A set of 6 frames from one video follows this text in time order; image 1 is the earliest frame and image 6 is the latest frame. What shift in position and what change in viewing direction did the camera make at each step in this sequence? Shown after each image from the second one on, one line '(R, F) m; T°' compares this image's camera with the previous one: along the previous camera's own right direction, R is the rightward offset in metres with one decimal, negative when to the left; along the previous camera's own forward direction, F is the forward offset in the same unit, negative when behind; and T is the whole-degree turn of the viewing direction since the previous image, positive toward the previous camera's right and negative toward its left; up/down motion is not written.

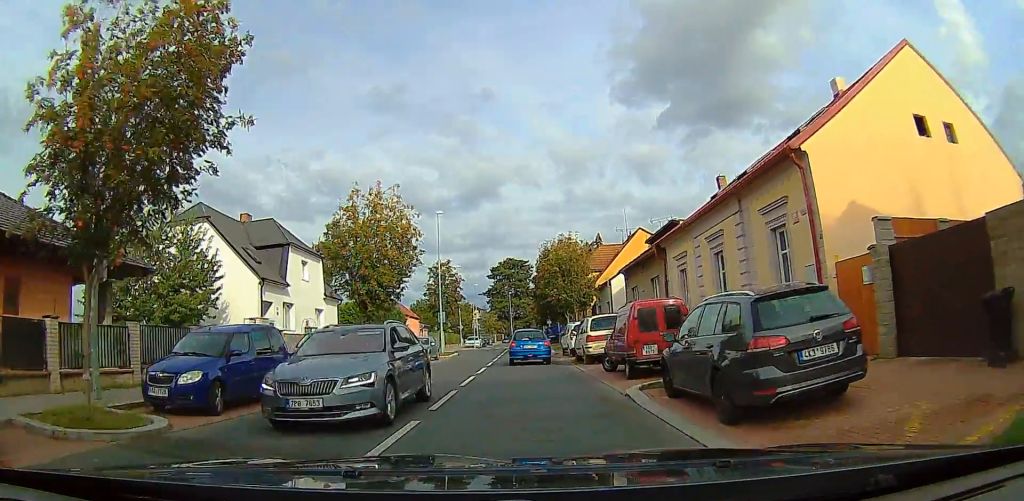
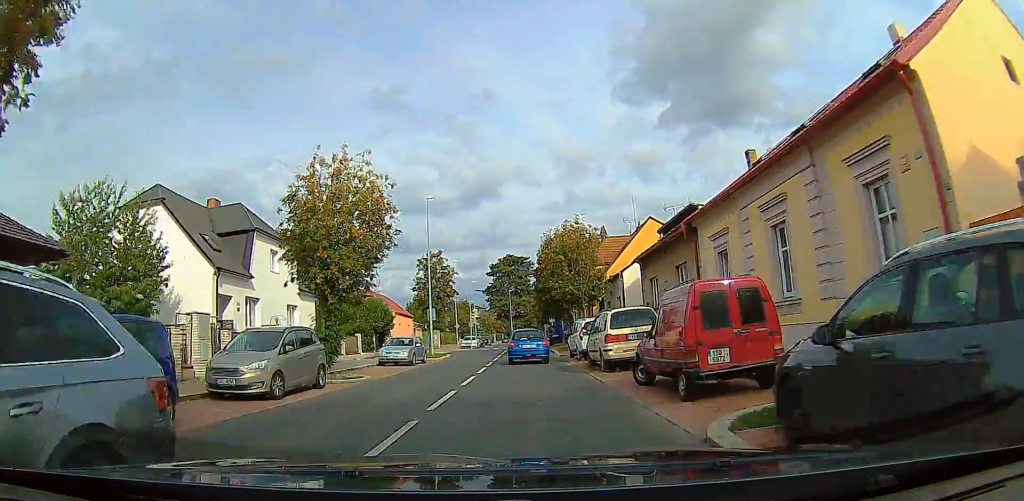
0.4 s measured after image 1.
(0.0, +4.2) m; 0°
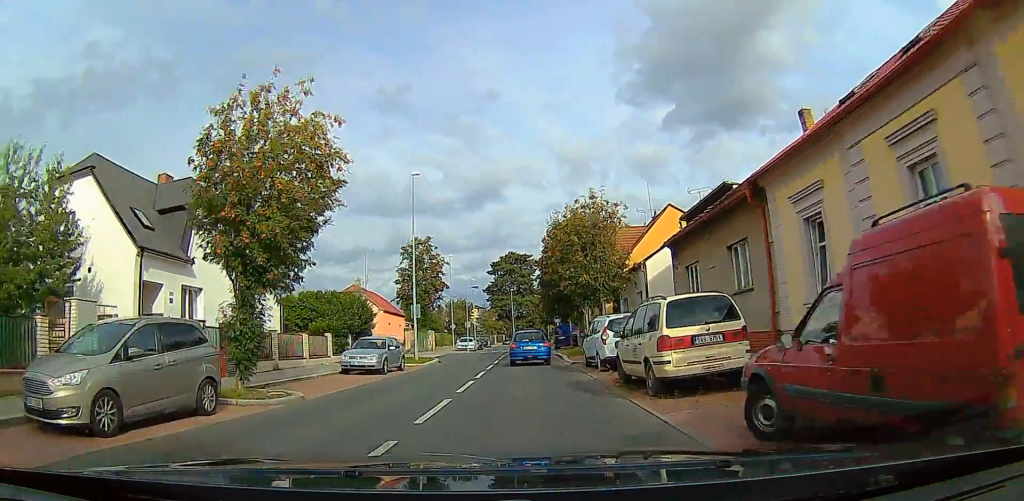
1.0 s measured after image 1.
(0.0, +5.4) m; 0°
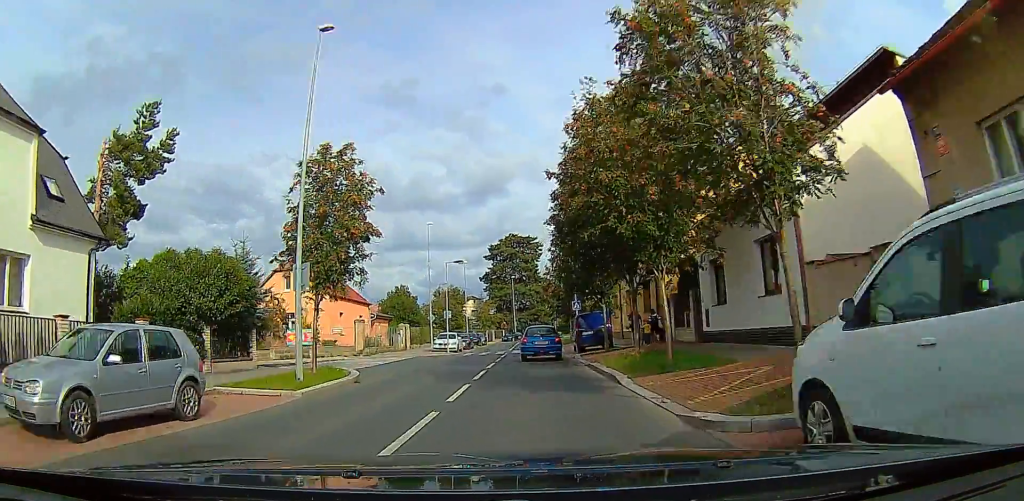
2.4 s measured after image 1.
(0.0, +14.8) m; -1°
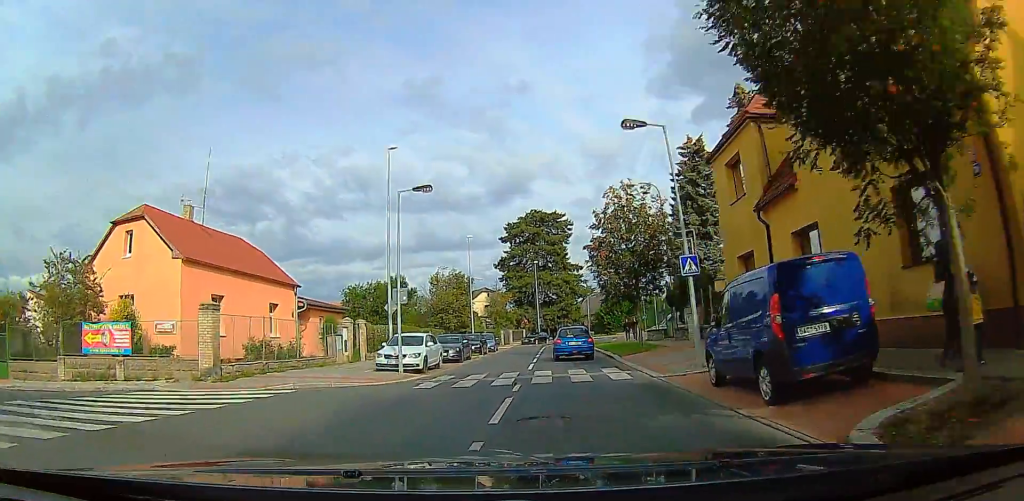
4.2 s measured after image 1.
(-0.5, +19.6) m; -1°
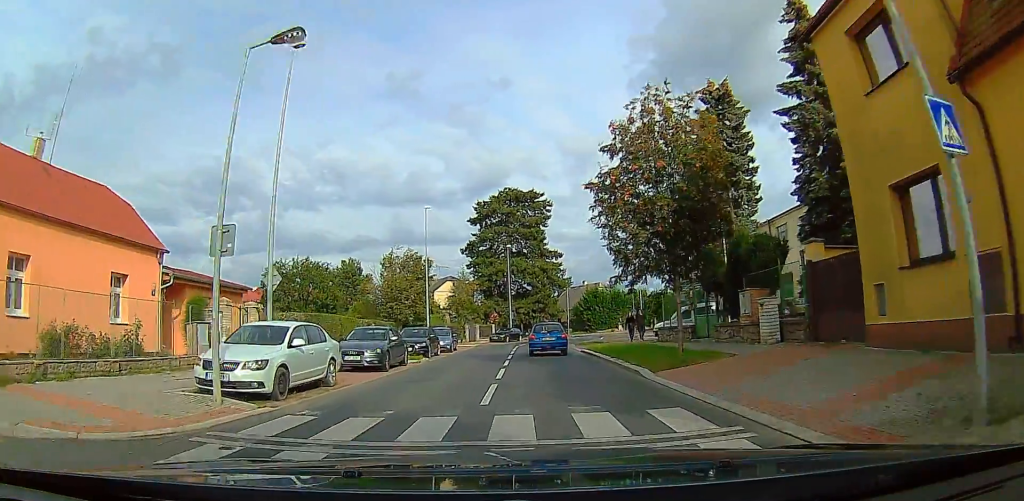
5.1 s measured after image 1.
(+0.1, +10.2) m; +1°
